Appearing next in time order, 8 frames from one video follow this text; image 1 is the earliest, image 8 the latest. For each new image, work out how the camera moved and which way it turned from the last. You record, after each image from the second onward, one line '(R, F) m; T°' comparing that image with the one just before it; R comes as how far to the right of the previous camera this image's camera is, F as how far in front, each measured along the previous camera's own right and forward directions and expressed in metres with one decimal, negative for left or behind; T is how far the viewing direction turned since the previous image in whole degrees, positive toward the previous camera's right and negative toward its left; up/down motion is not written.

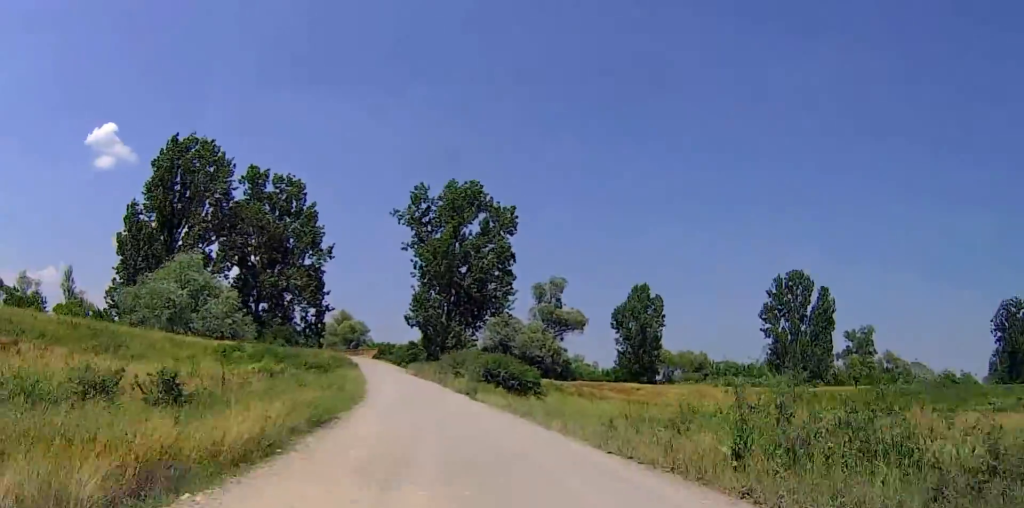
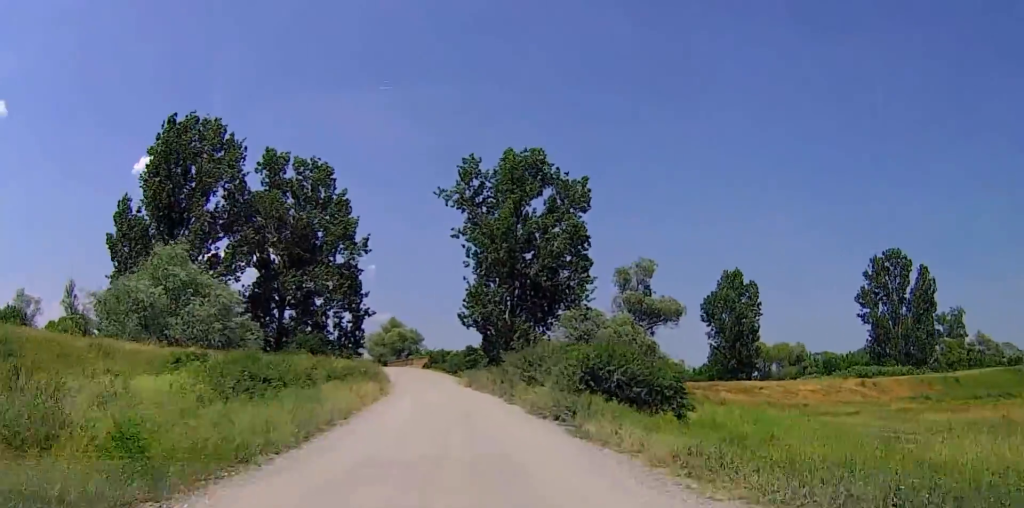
(-1.3, +18.0) m; -6°
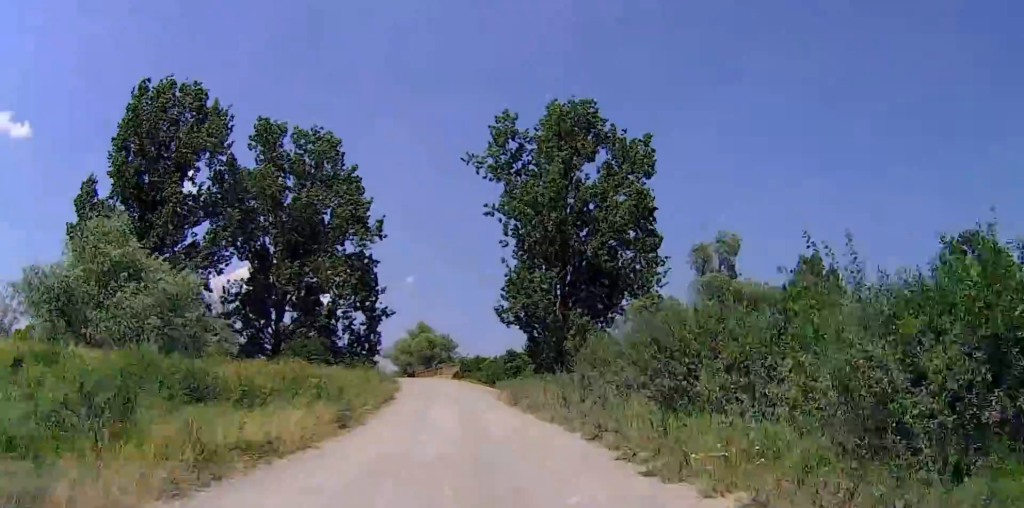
(-0.7, +16.8) m; -4°
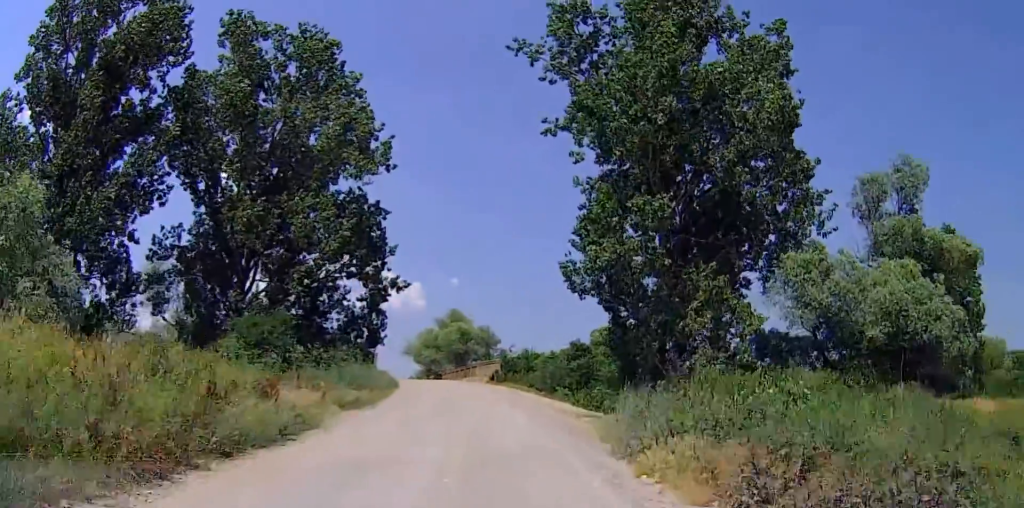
(-1.7, +26.2) m; -3°
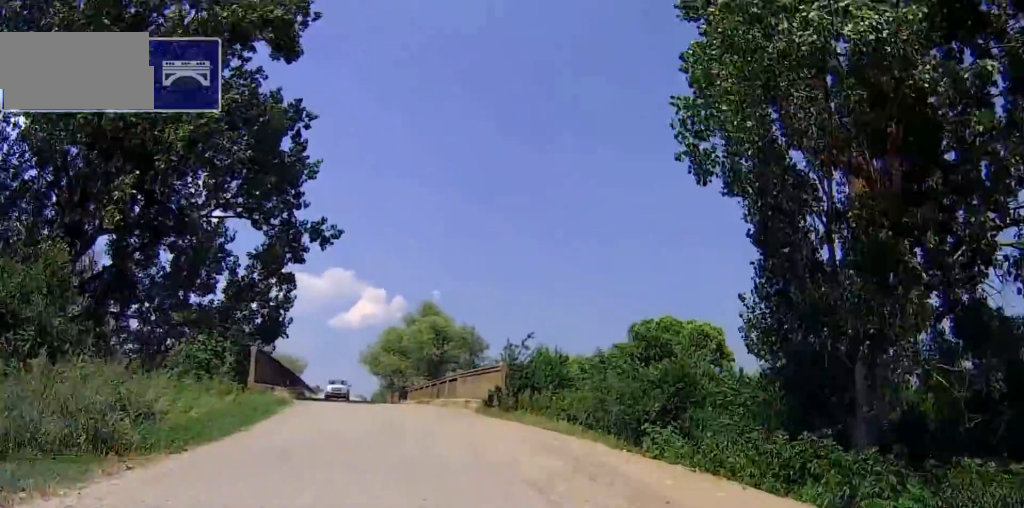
(+0.4, +27.7) m; -2°
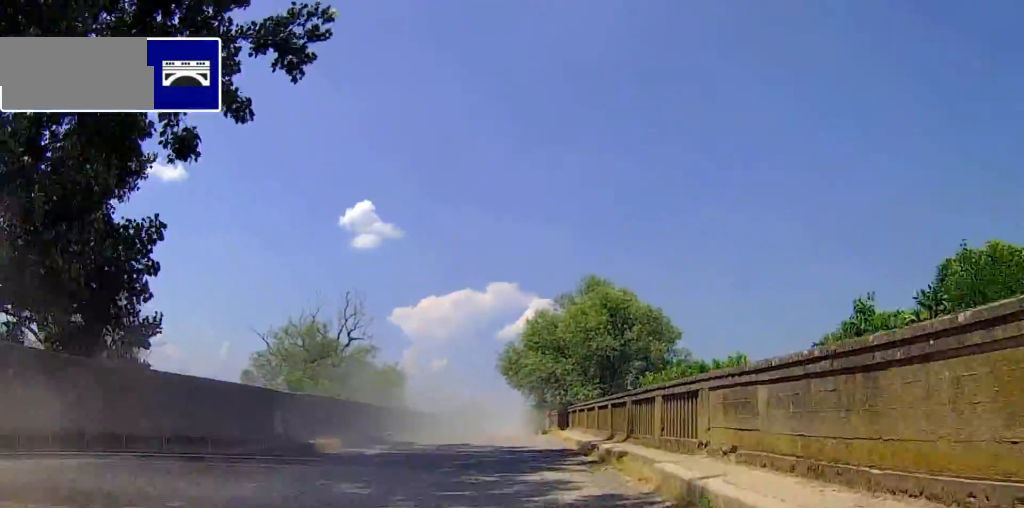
(-2.8, +20.8) m; -10°
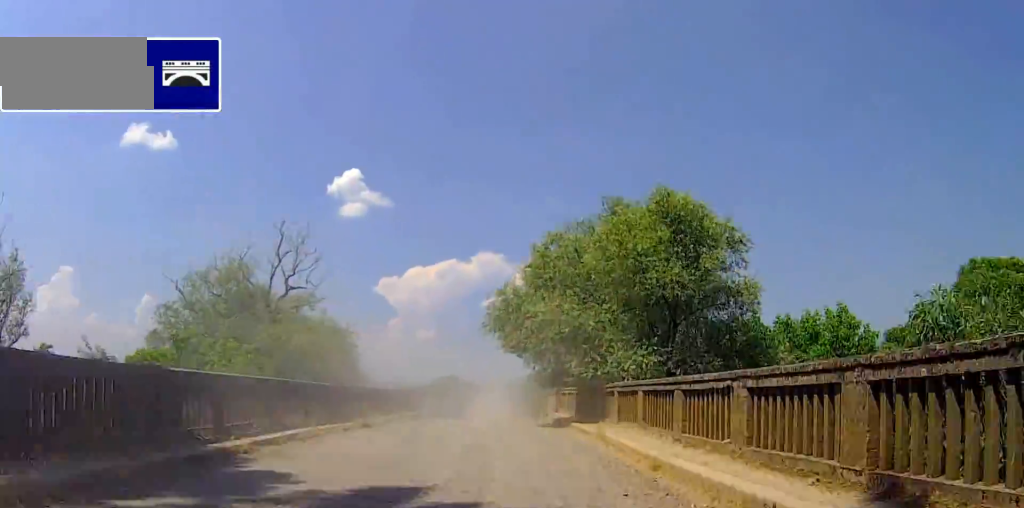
(-0.1, +13.7) m; -1°
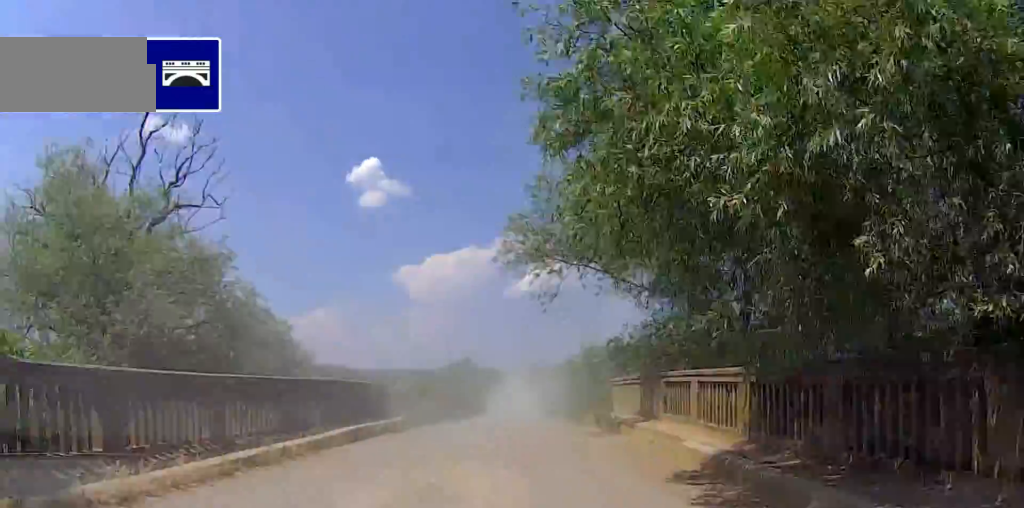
(-0.1, +14.9) m; 0°
